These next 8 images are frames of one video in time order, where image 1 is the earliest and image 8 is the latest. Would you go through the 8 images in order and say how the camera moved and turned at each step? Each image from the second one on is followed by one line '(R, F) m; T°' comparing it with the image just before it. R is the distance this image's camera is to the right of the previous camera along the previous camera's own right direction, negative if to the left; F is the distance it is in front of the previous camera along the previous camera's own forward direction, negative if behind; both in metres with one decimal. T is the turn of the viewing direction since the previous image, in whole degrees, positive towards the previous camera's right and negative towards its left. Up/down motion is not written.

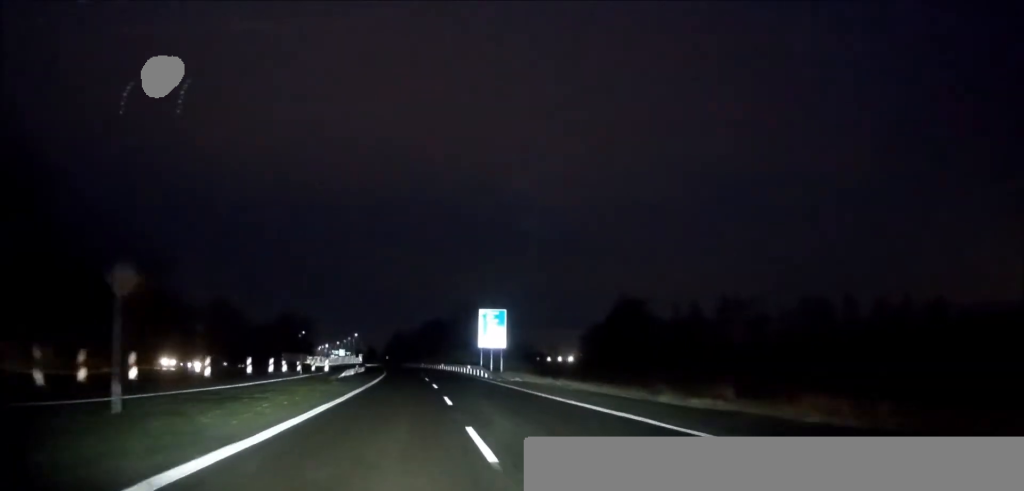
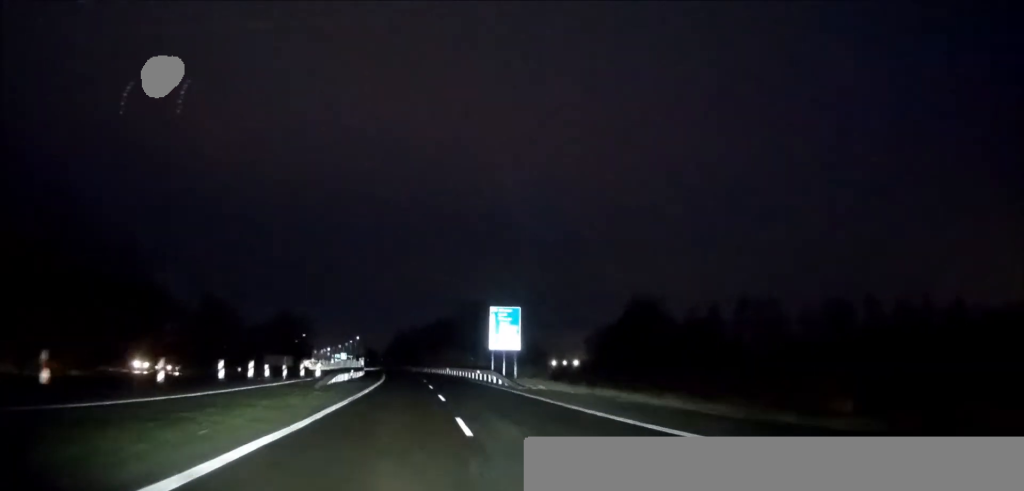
(0.0, +6.5) m; 0°
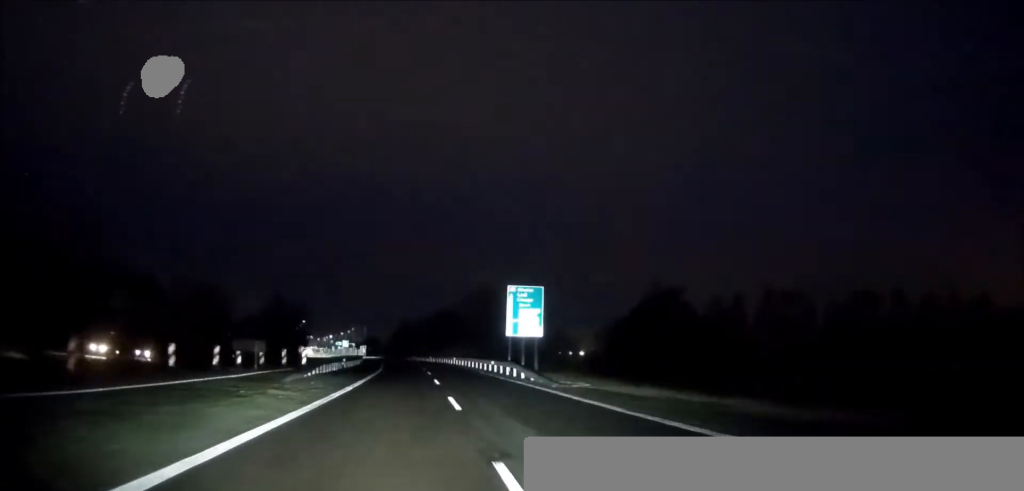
(-0.1, +8.1) m; -1°
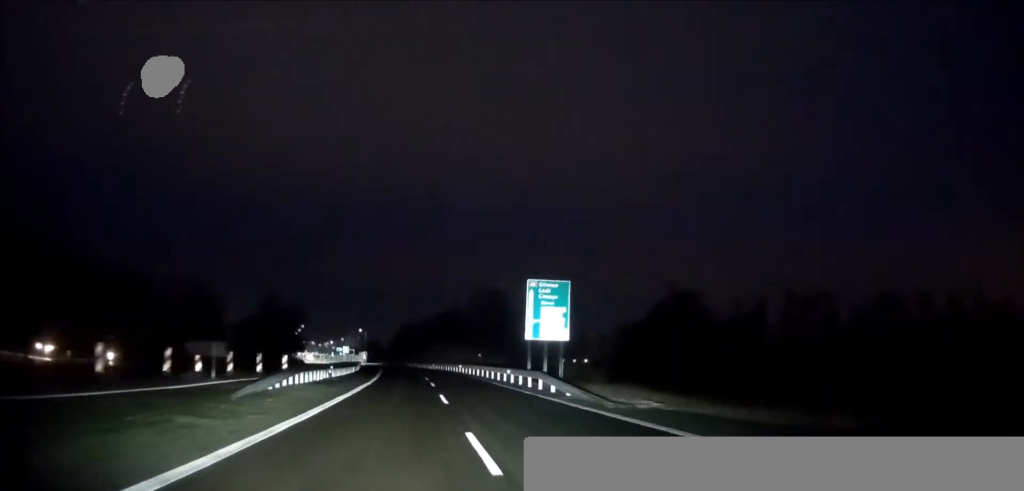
(0.0, +7.1) m; -1°
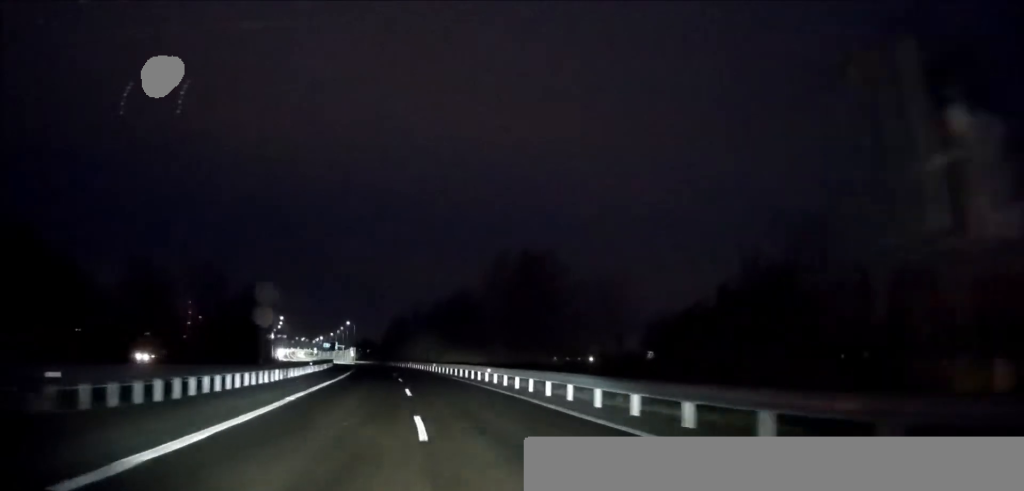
(0.0, +30.8) m; 0°
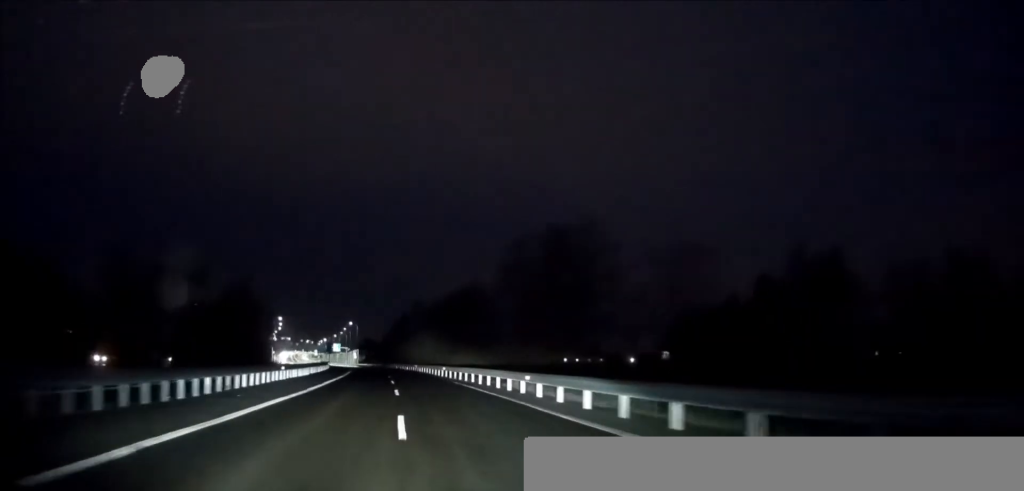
(-0.1, +10.8) m; -1°
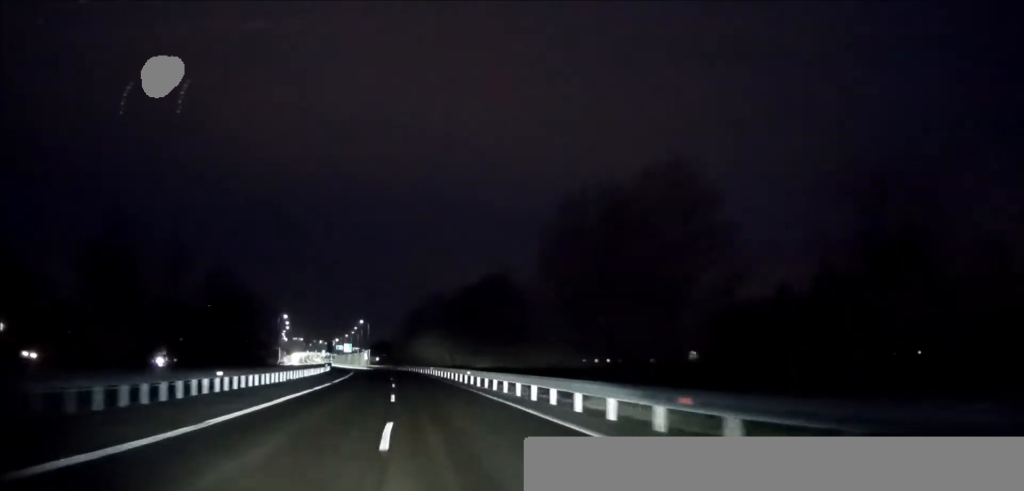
(-0.1, +12.9) m; -1°
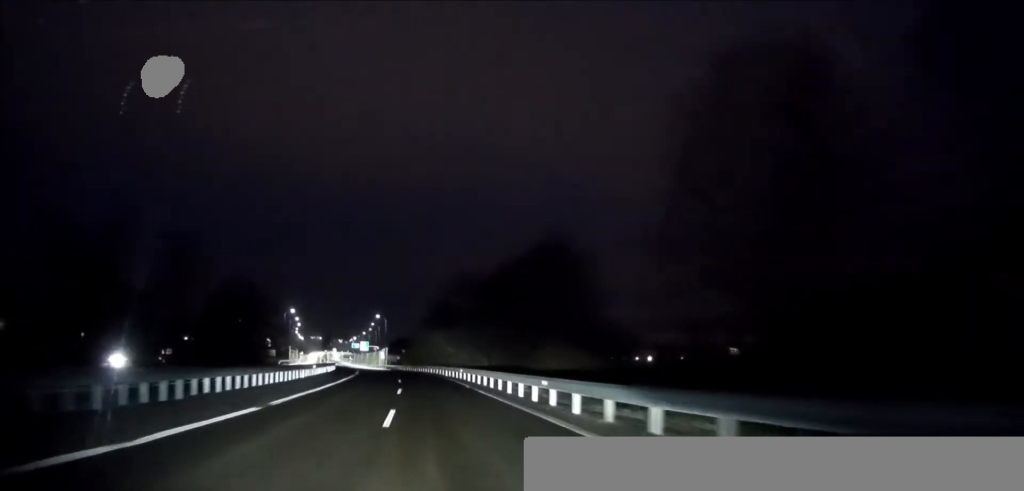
(-0.2, +18.6) m; -2°
